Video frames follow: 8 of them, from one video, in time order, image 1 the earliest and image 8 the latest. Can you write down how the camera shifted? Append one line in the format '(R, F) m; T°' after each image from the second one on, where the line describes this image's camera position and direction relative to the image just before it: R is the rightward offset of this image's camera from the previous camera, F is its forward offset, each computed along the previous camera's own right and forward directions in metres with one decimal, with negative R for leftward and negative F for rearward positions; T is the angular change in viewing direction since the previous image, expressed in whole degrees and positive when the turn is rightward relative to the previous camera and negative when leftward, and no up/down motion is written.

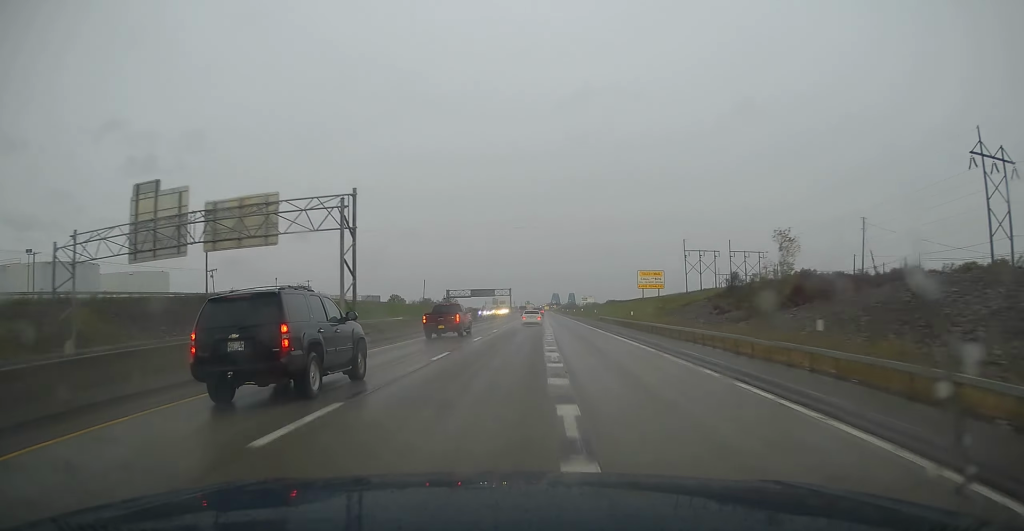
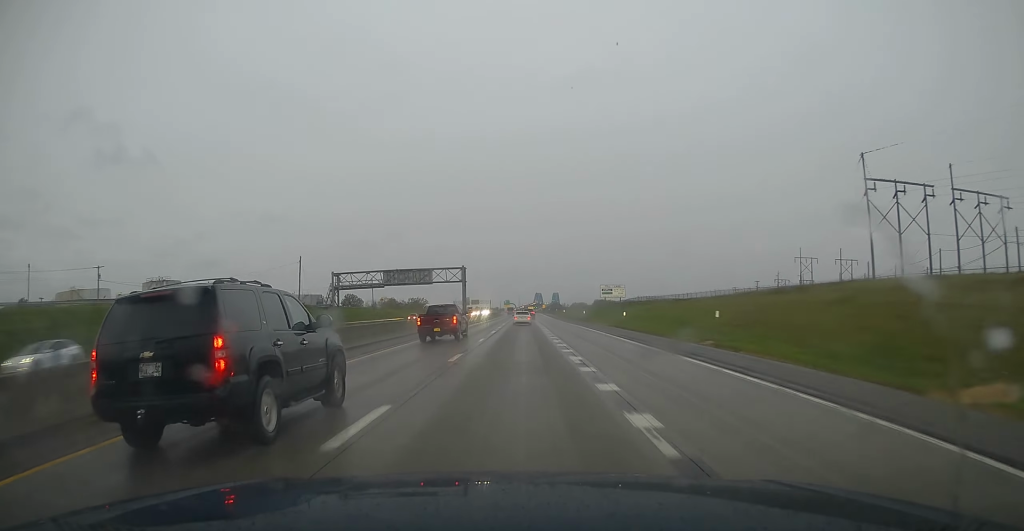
(+0.2, +107.5) m; 0°
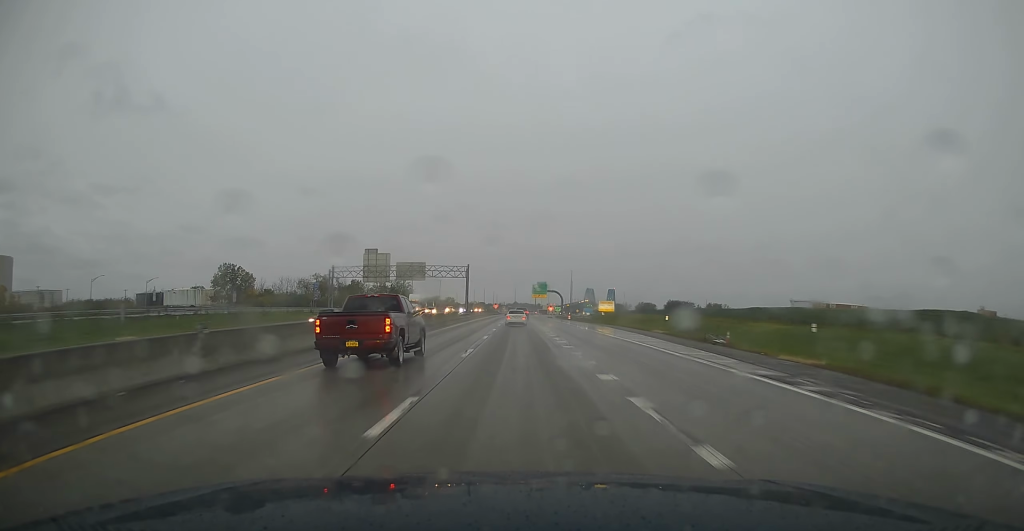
(-5.2, +289.2) m; -3°
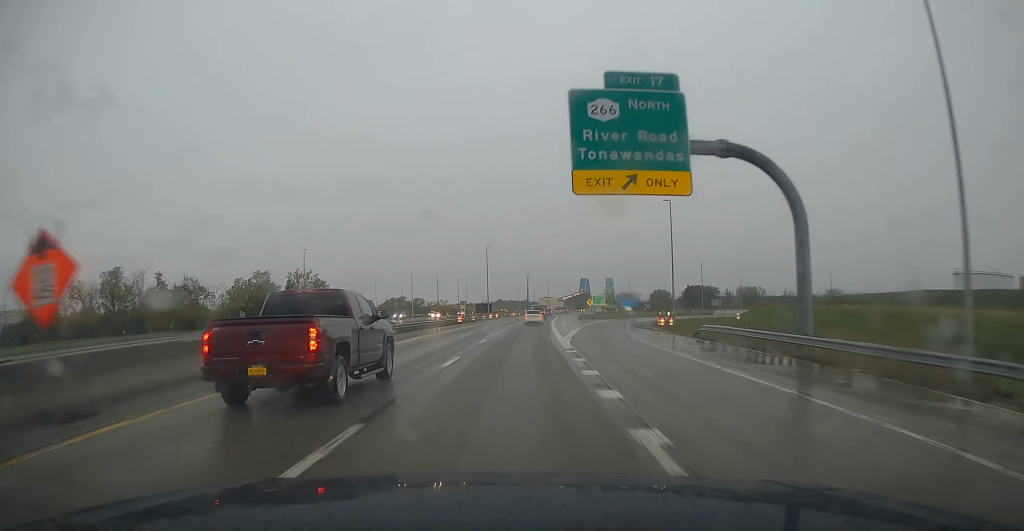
(-0.8, +170.4) m; +1°
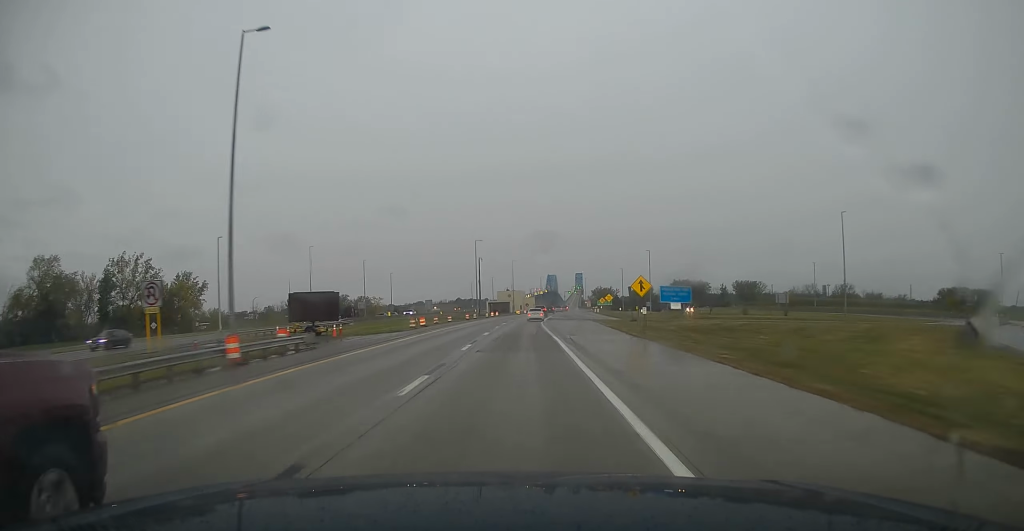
(+1.9, +100.3) m; +3°
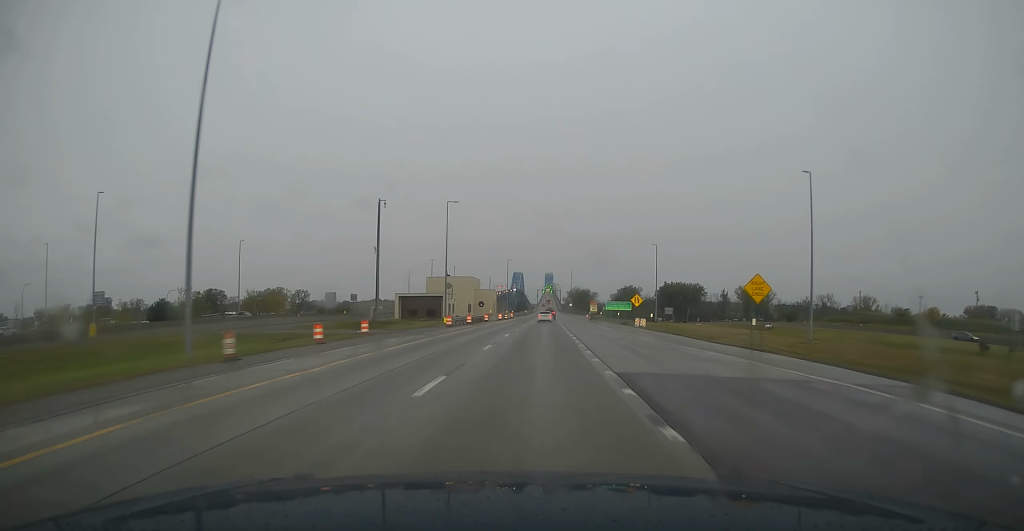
(+2.0, +94.4) m; +3°
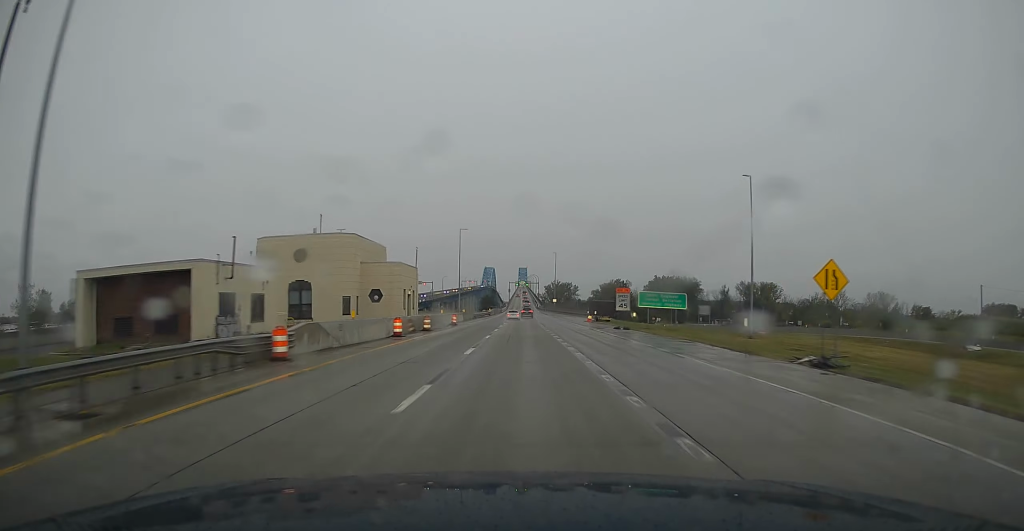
(+1.7, +62.5) m; +1°
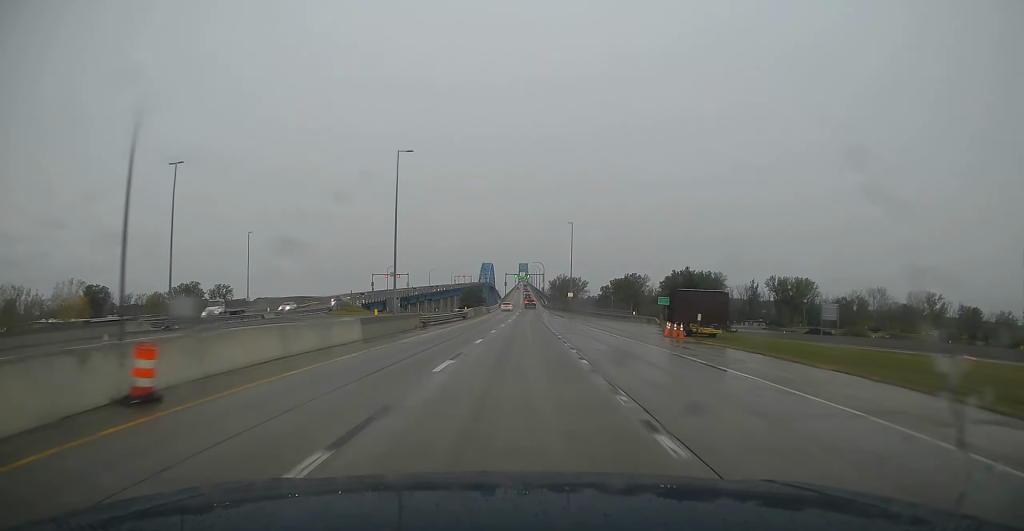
(+0.6, +54.1) m; +1°
